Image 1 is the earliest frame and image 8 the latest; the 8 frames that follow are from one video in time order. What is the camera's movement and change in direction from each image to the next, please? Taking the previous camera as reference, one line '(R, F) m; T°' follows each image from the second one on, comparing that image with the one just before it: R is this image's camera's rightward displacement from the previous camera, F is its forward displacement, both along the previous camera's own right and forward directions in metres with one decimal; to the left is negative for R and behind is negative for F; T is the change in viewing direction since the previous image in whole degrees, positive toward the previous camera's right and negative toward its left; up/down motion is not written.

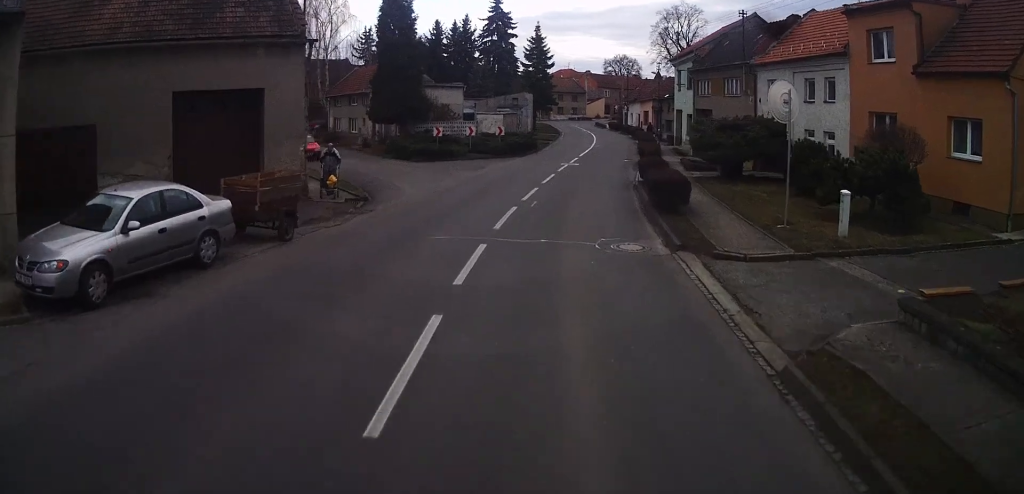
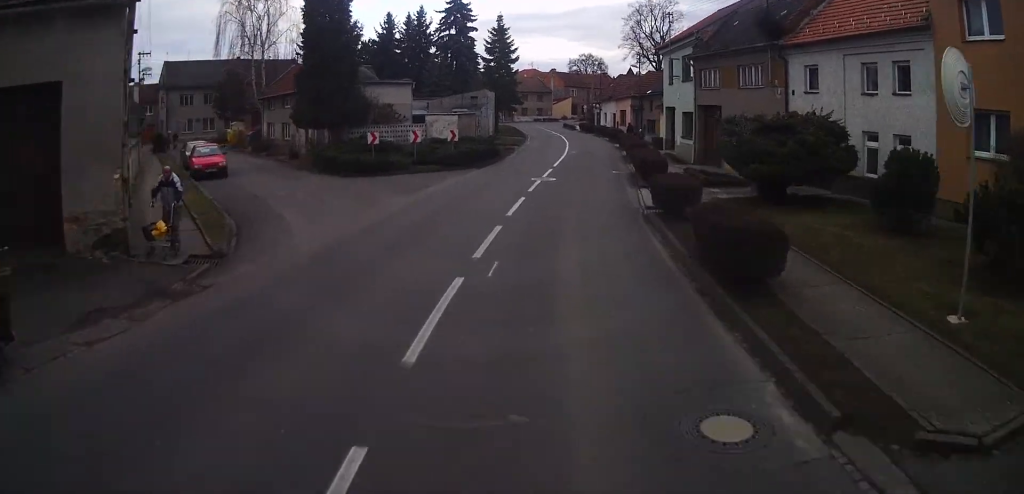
(+0.1, +7.3) m; +4°
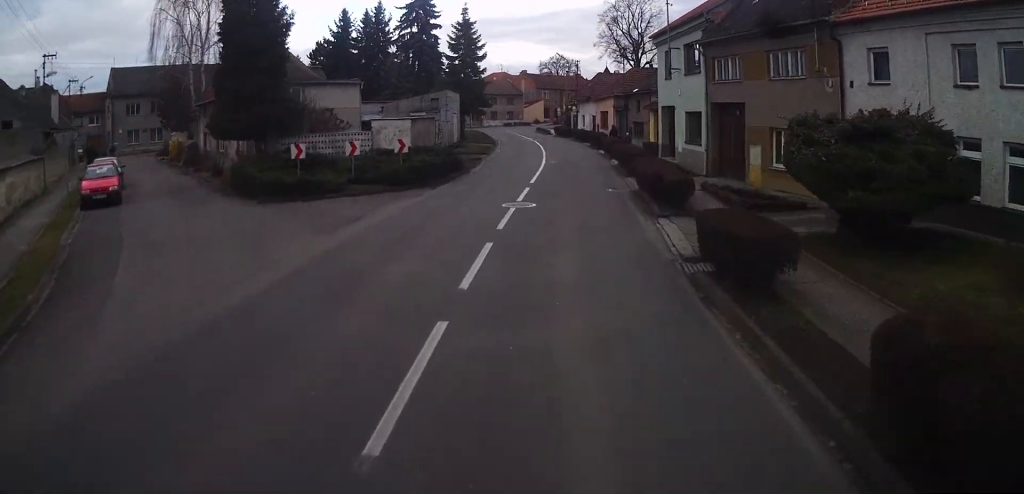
(+0.5, +6.2) m; +3°
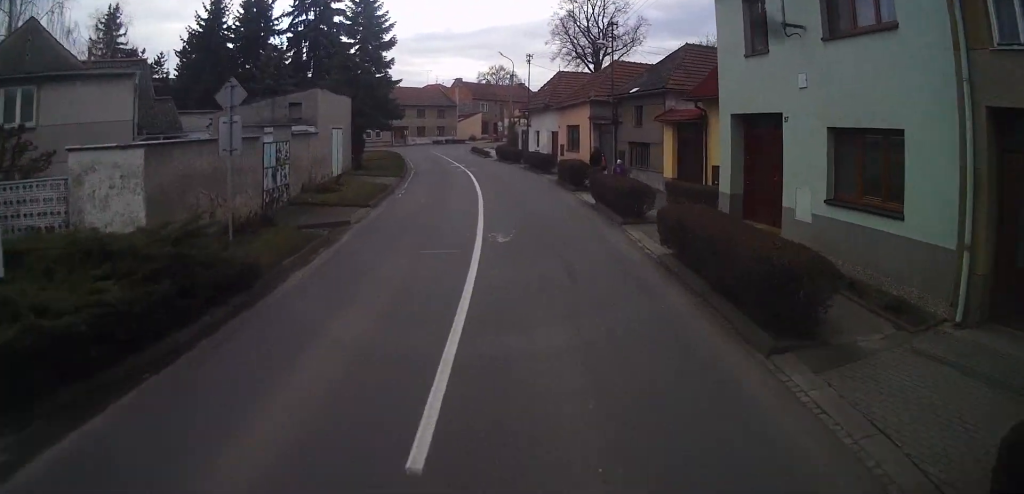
(+0.5, +17.7) m; +2°
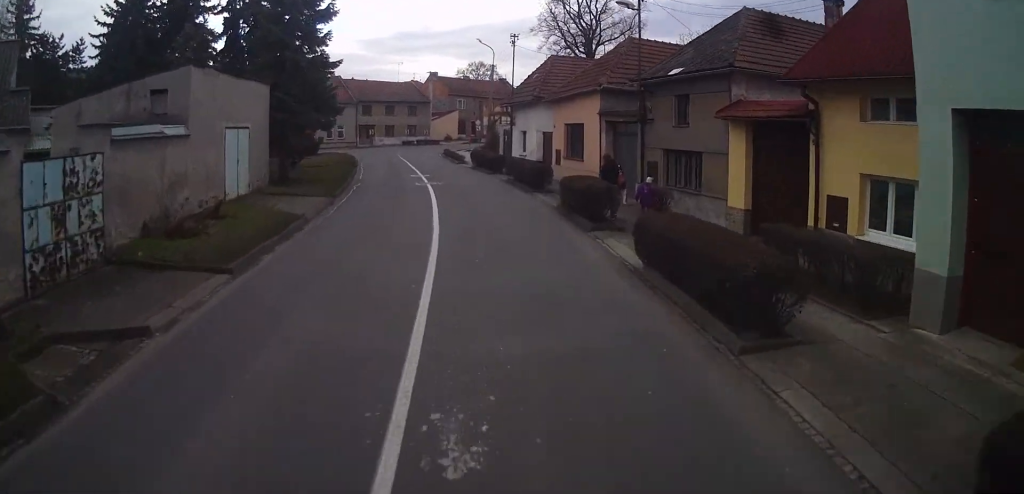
(0.0, +9.3) m; +2°
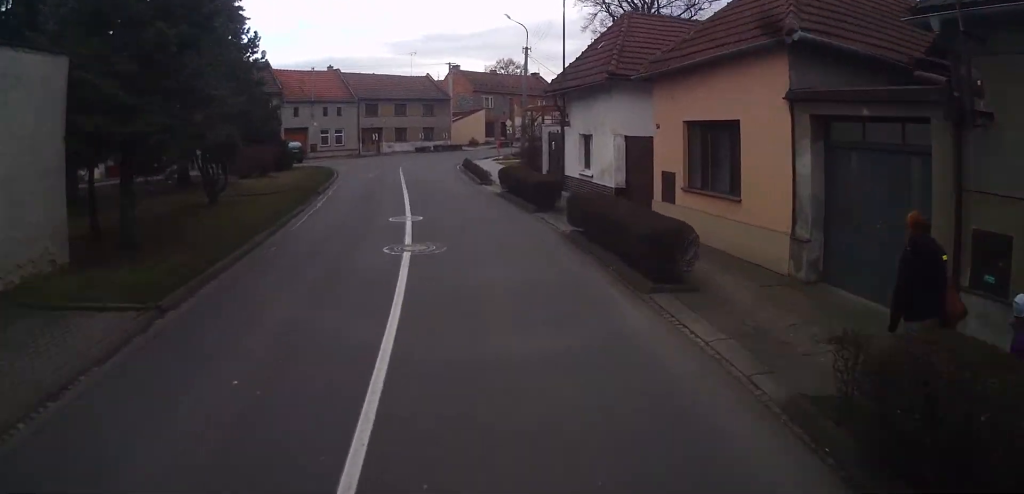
(+0.6, +13.9) m; +5°
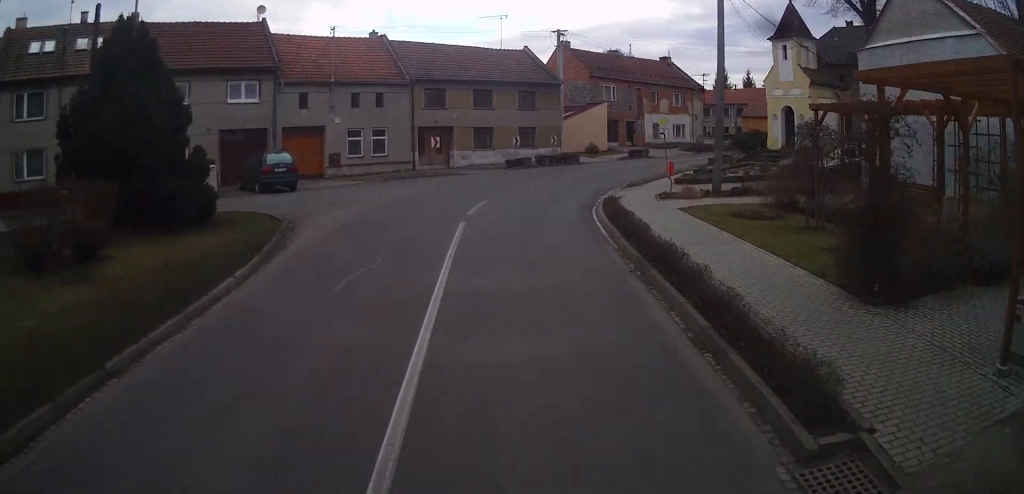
(-0.4, +23.1) m; -7°
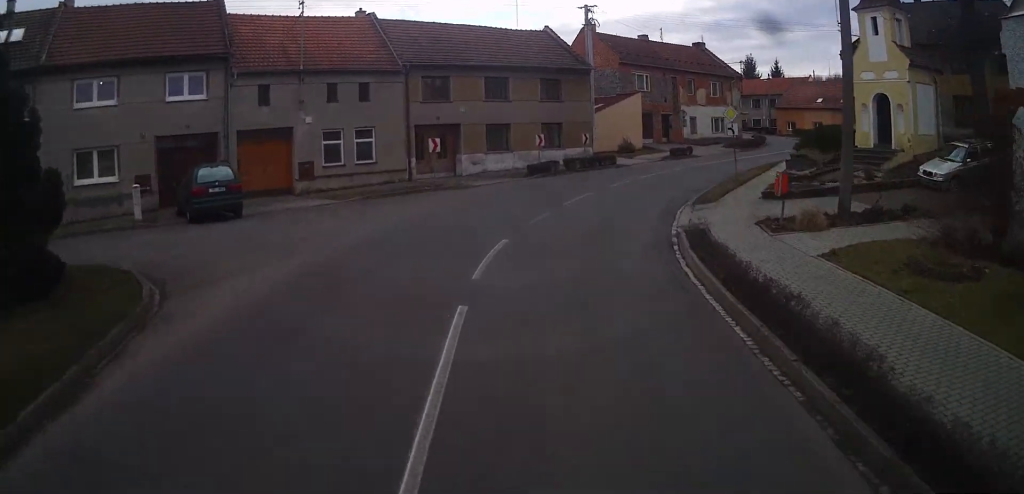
(-0.4, +8.0) m; -3°
